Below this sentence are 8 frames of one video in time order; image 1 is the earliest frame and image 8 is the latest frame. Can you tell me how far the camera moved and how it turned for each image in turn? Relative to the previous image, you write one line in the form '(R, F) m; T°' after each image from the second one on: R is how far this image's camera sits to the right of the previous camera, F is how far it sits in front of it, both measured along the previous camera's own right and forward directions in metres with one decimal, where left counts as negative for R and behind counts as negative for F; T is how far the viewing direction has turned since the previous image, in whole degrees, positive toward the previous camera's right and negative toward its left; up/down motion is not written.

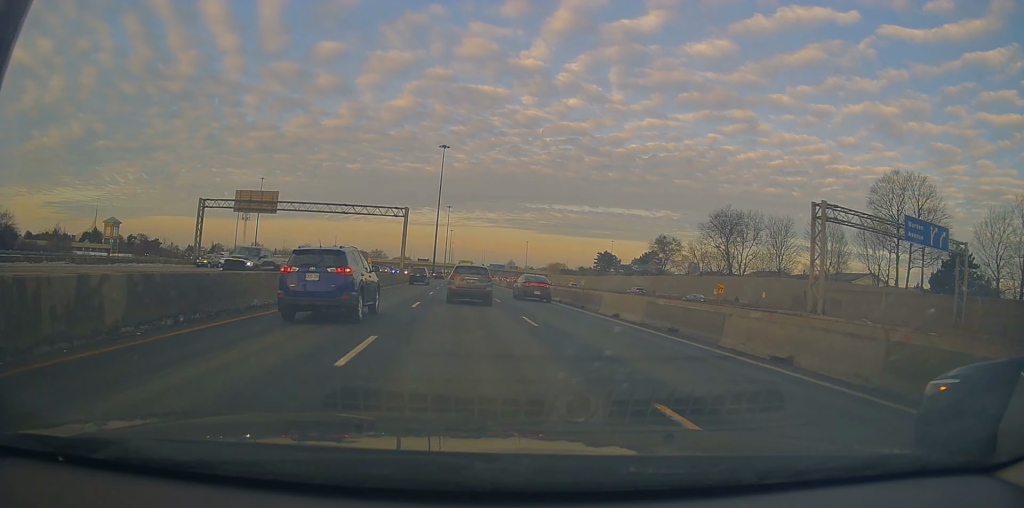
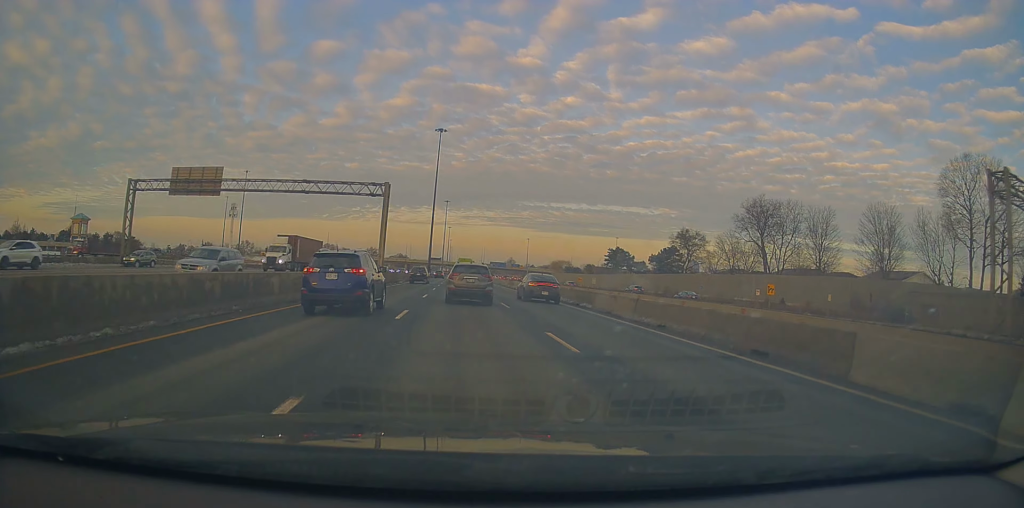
(-0.5, +17.3) m; 0°
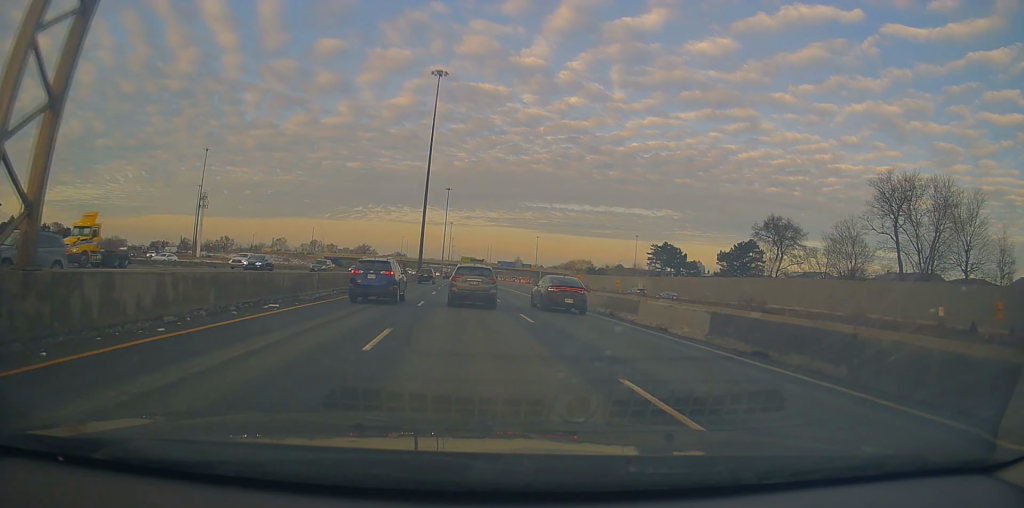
(+0.5, +42.5) m; +1°
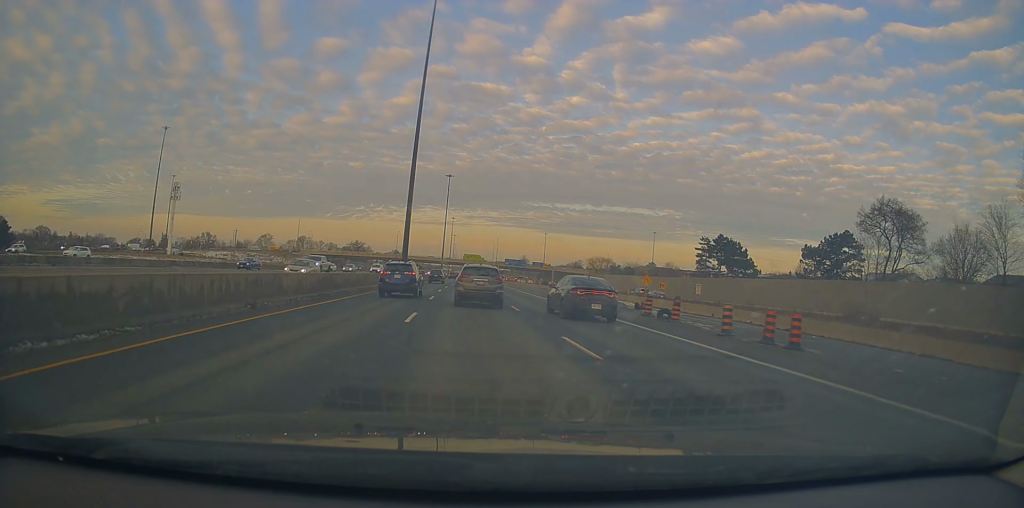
(-0.5, +31.5) m; 0°
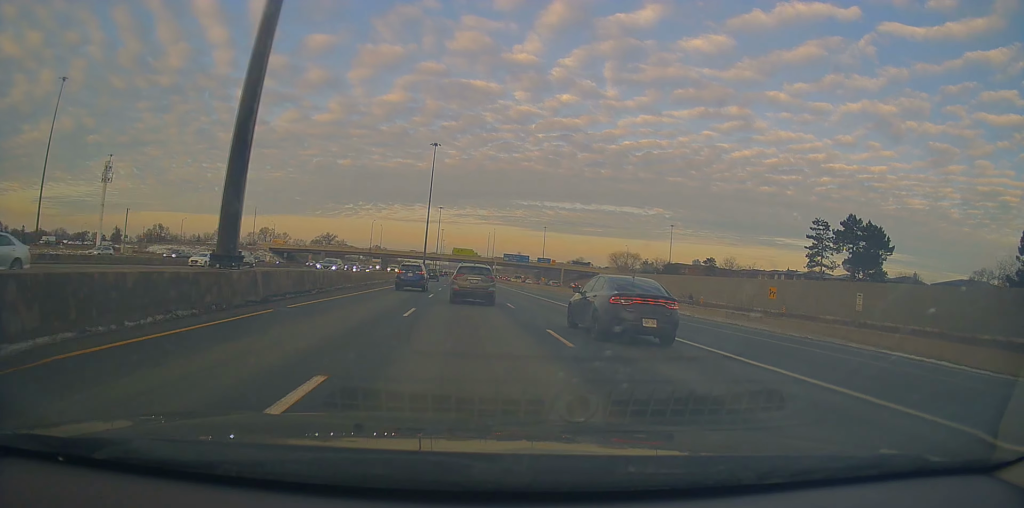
(+0.2, +46.7) m; 0°
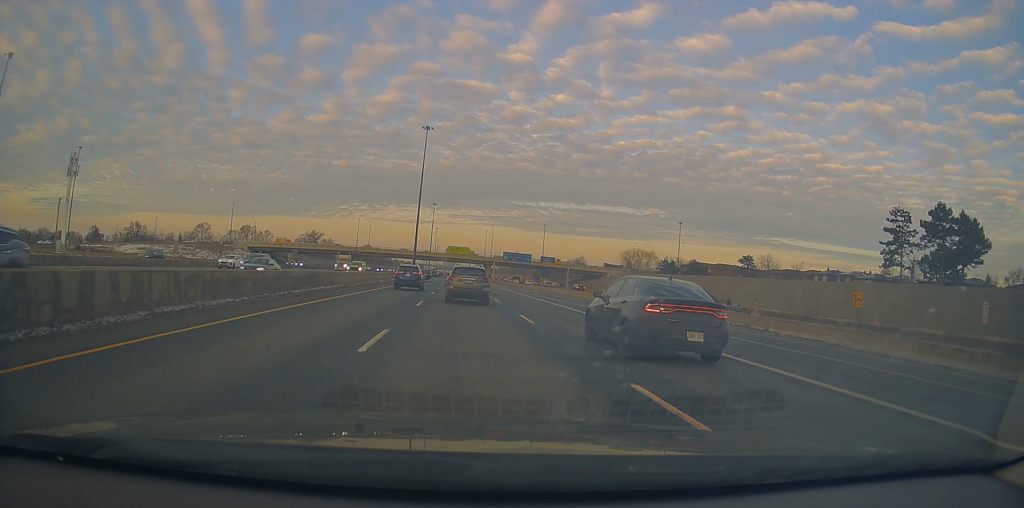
(-0.1, +18.6) m; 0°
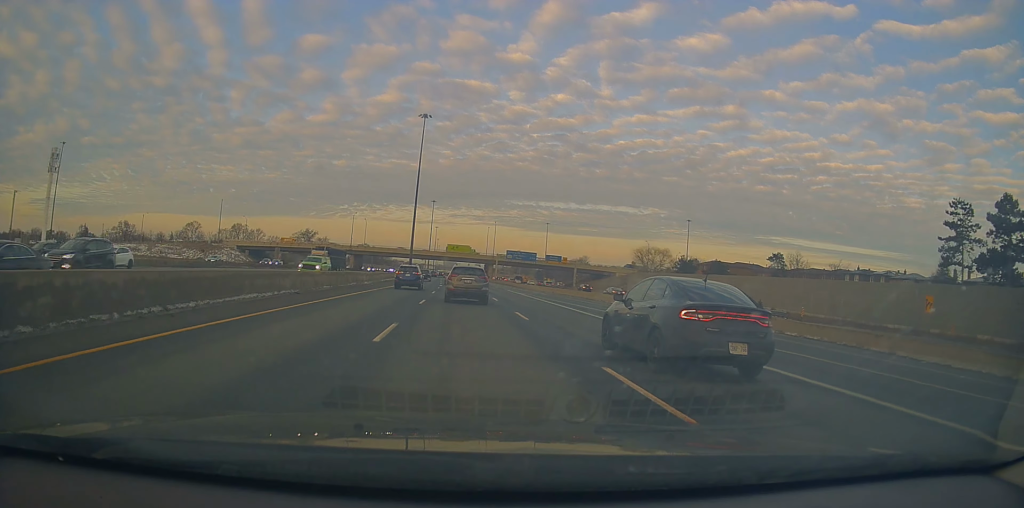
(+0.3, +10.7) m; 0°
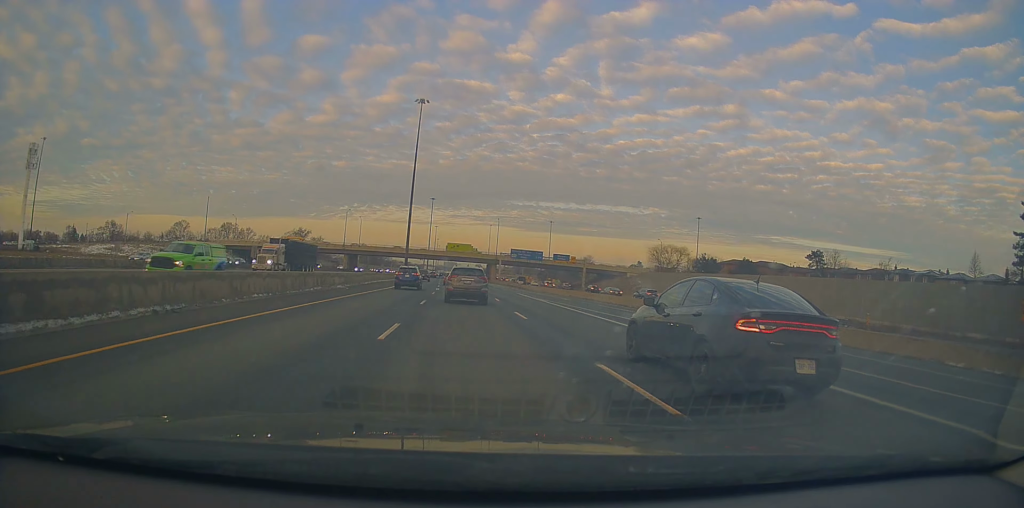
(+0.1, +11.6) m; 0°
